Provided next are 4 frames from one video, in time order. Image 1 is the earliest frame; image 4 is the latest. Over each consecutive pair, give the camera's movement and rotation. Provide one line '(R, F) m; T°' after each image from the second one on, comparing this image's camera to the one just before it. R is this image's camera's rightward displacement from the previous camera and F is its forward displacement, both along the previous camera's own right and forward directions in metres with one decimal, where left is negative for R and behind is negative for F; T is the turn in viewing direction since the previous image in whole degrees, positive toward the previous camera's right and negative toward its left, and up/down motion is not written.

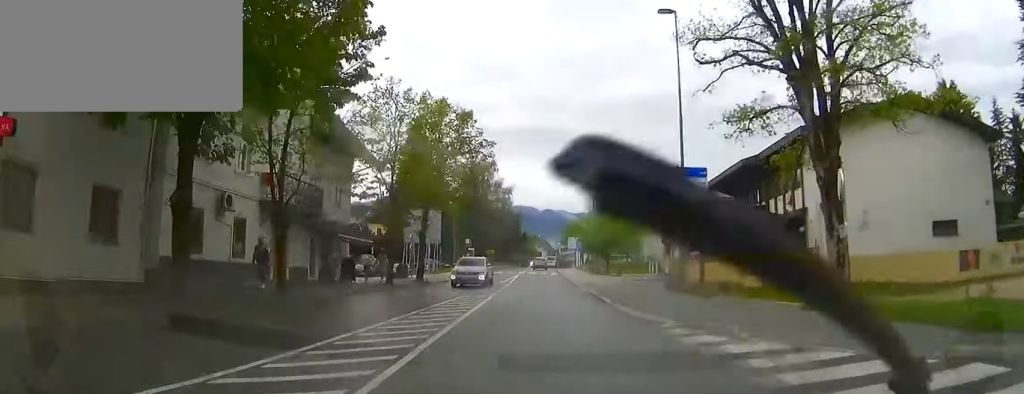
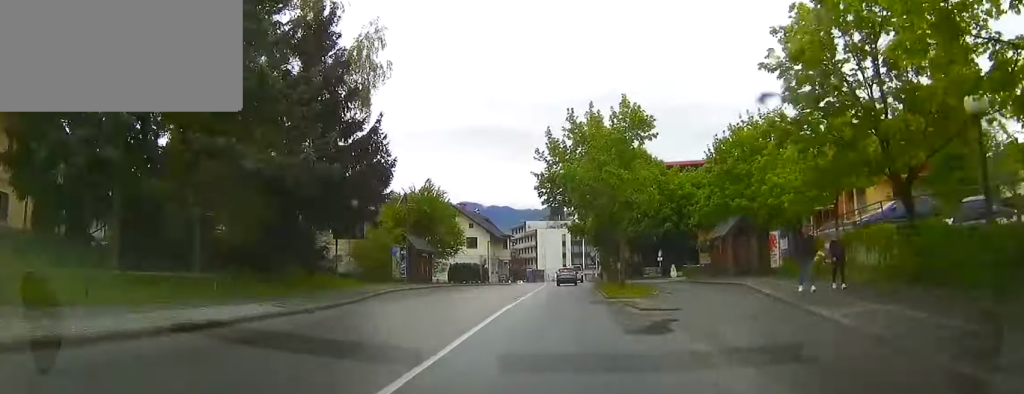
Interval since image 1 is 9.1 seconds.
(+1.6, +90.9) m; +5°
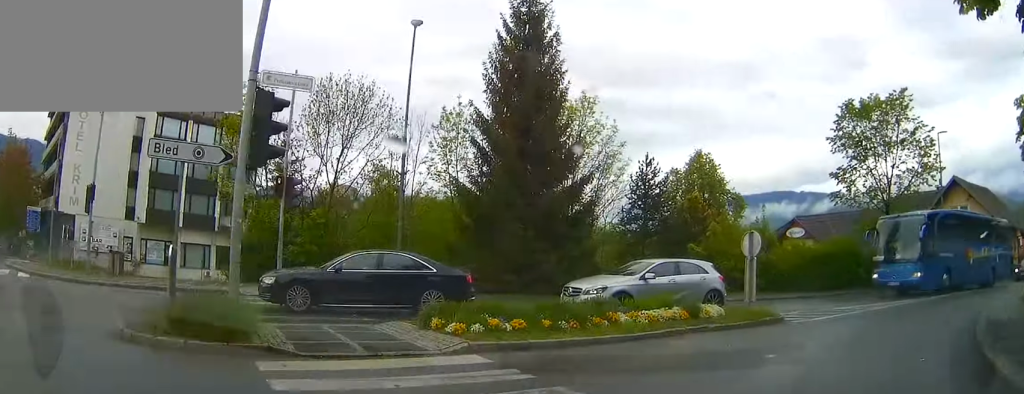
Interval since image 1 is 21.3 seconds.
(+10.4, +96.9) m; +44°
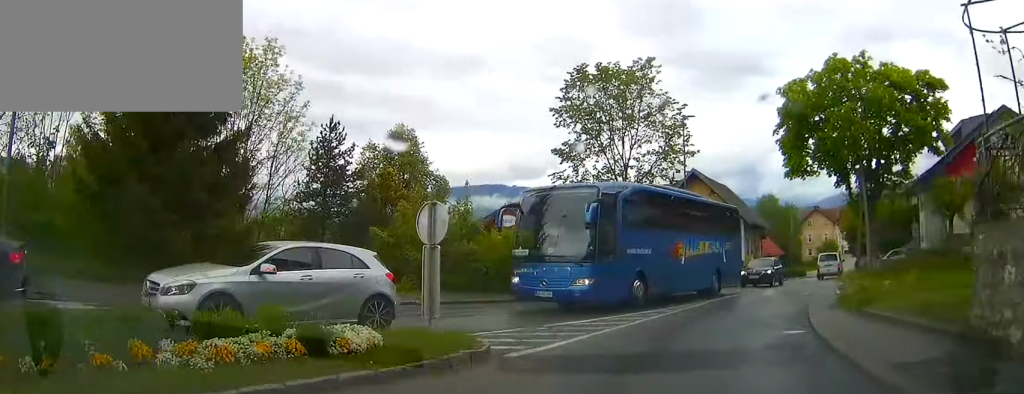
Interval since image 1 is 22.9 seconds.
(+3.0, +7.2) m; +23°
